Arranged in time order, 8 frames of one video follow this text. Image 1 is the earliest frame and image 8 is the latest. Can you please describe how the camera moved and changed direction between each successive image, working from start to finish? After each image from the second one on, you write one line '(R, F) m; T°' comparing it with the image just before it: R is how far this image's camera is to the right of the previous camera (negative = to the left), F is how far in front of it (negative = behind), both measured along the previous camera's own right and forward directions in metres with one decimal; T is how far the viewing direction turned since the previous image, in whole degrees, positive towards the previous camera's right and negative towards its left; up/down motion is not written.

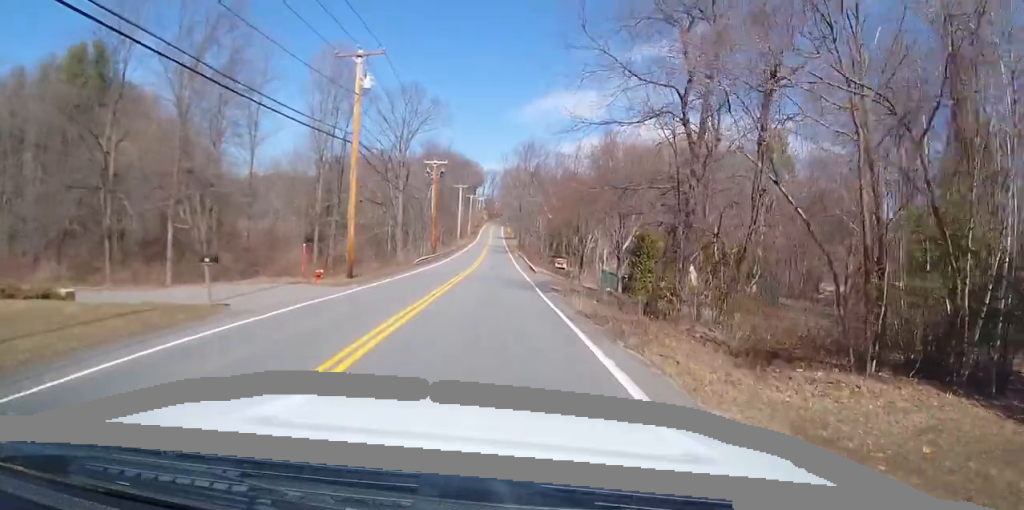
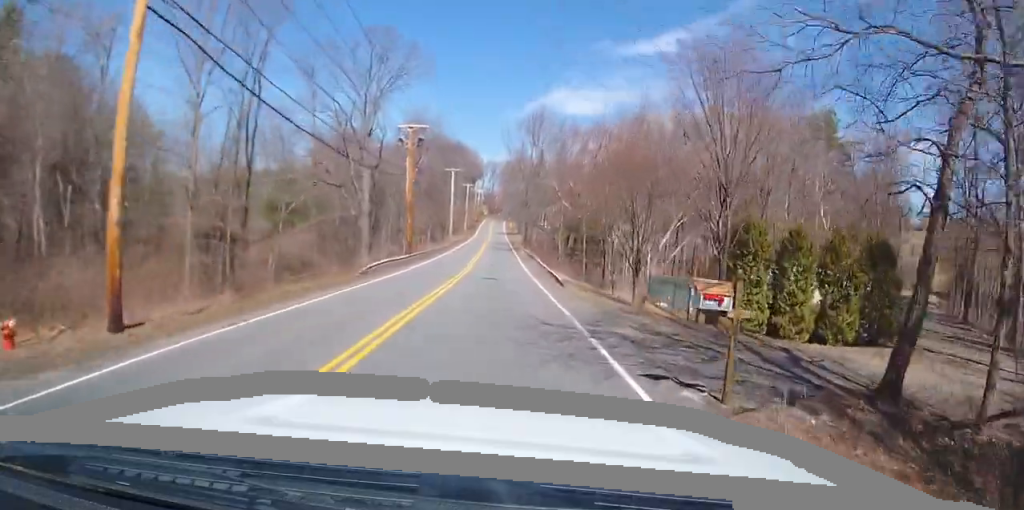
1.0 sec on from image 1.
(0.0, +17.3) m; 0°
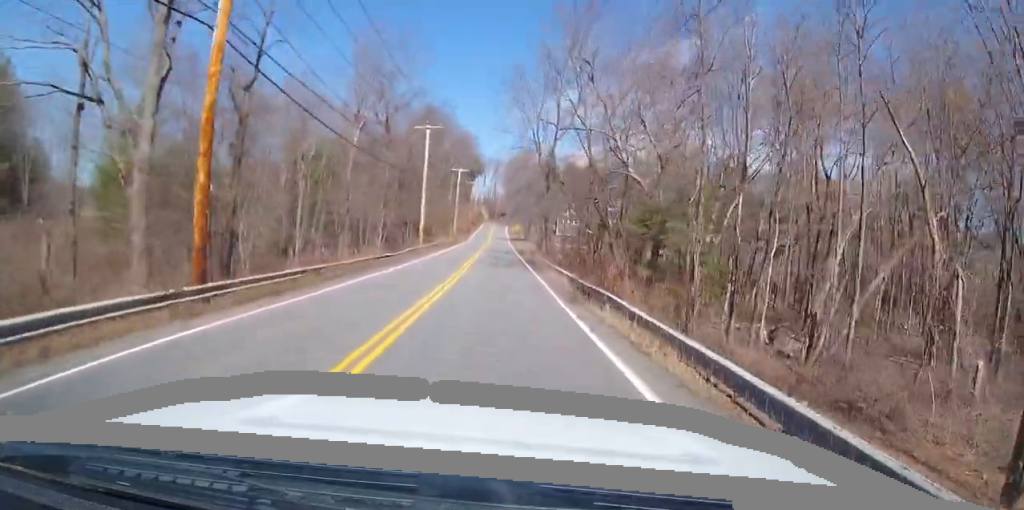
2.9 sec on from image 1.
(0.0, +31.2) m; 0°
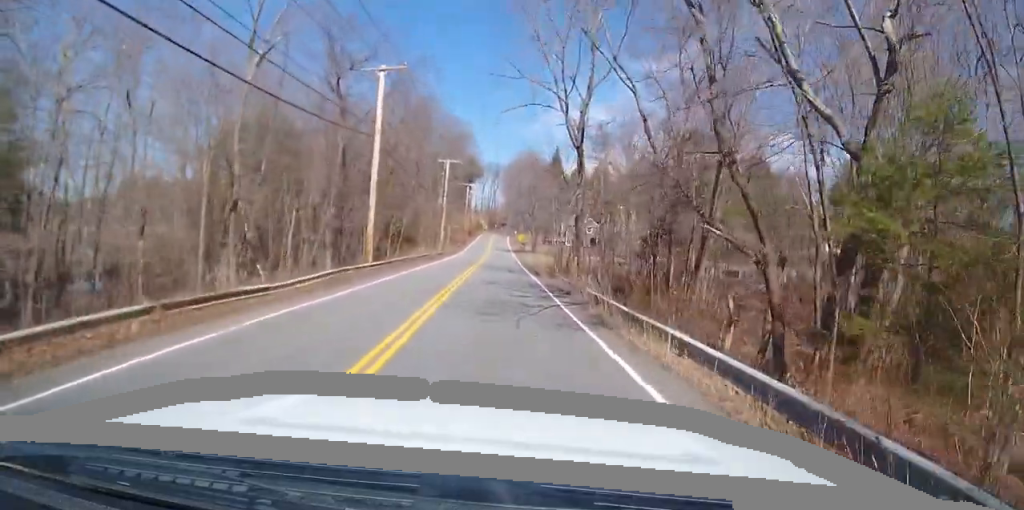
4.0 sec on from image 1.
(0.0, +19.0) m; 0°
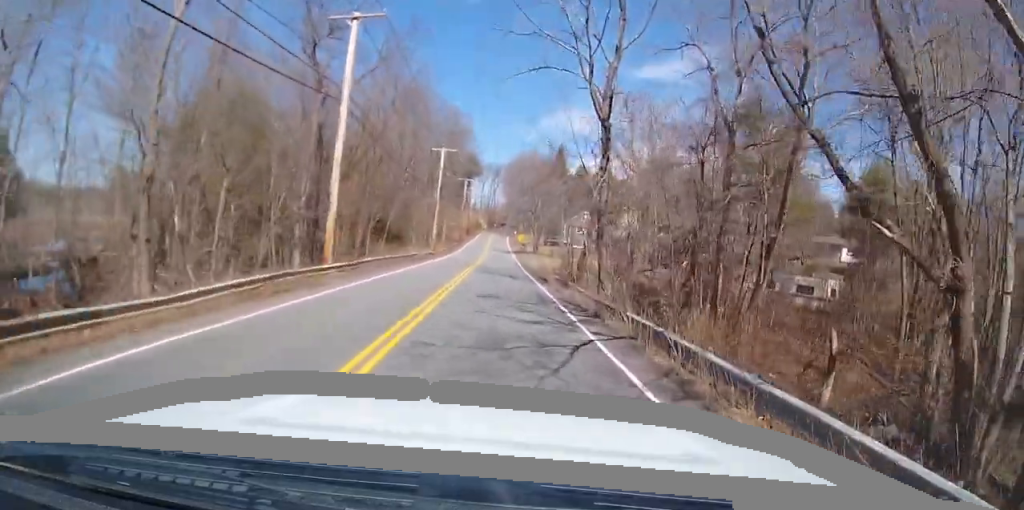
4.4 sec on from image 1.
(0.0, +6.8) m; 0°
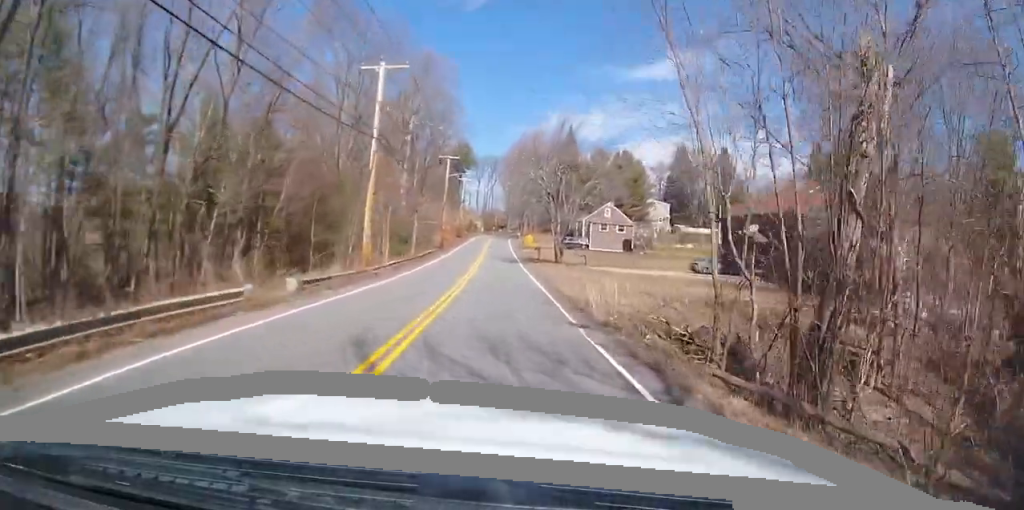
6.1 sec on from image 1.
(+0.3, +29.1) m; +1°
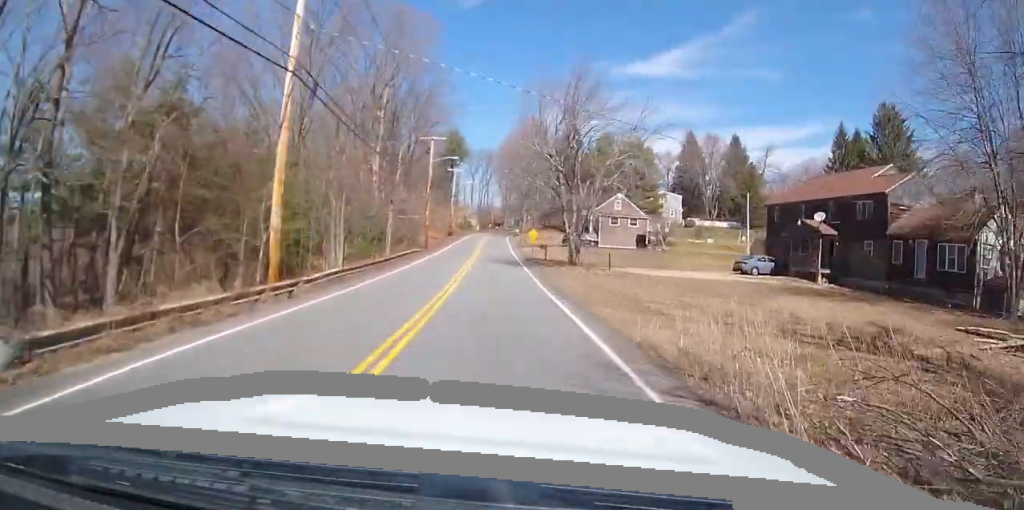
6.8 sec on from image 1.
(+0.2, +11.3) m; 0°
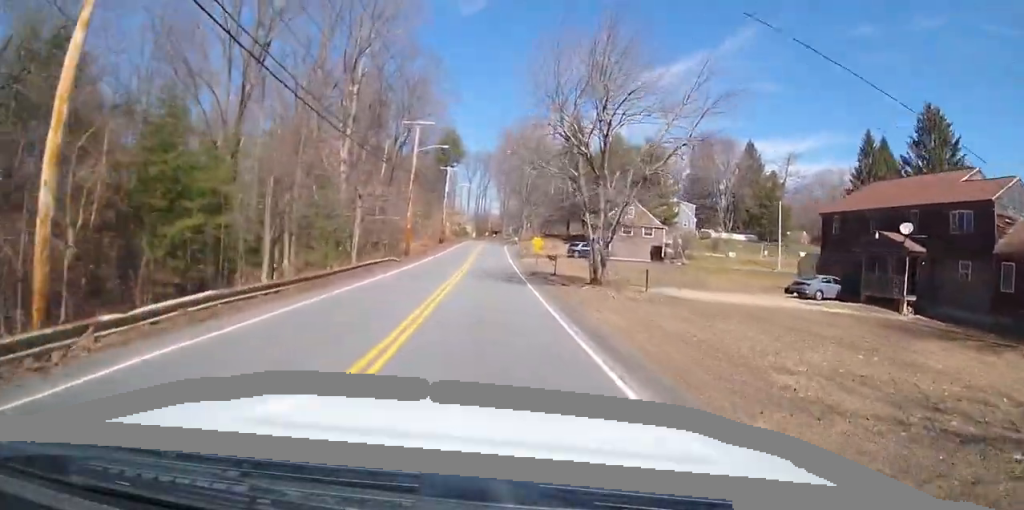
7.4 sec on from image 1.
(-0.2, +9.6) m; -1°
